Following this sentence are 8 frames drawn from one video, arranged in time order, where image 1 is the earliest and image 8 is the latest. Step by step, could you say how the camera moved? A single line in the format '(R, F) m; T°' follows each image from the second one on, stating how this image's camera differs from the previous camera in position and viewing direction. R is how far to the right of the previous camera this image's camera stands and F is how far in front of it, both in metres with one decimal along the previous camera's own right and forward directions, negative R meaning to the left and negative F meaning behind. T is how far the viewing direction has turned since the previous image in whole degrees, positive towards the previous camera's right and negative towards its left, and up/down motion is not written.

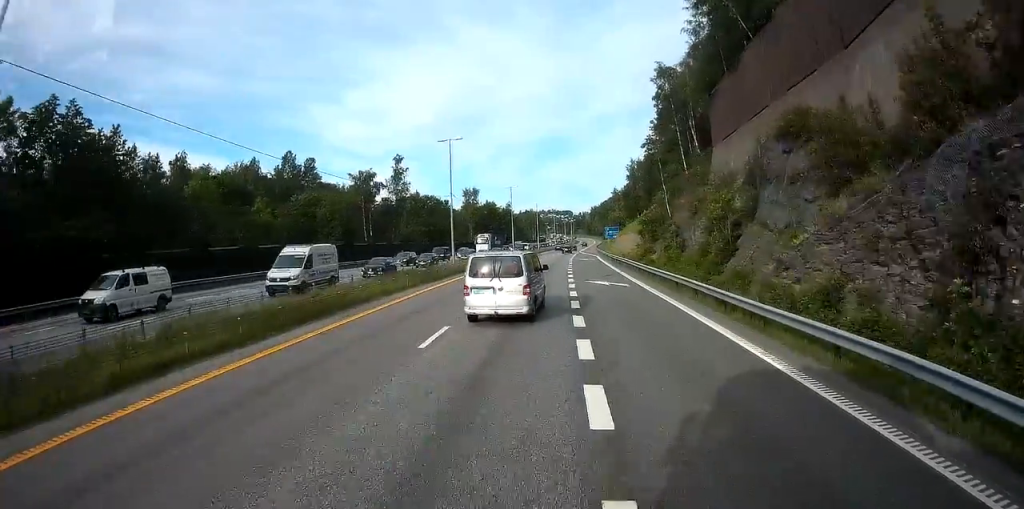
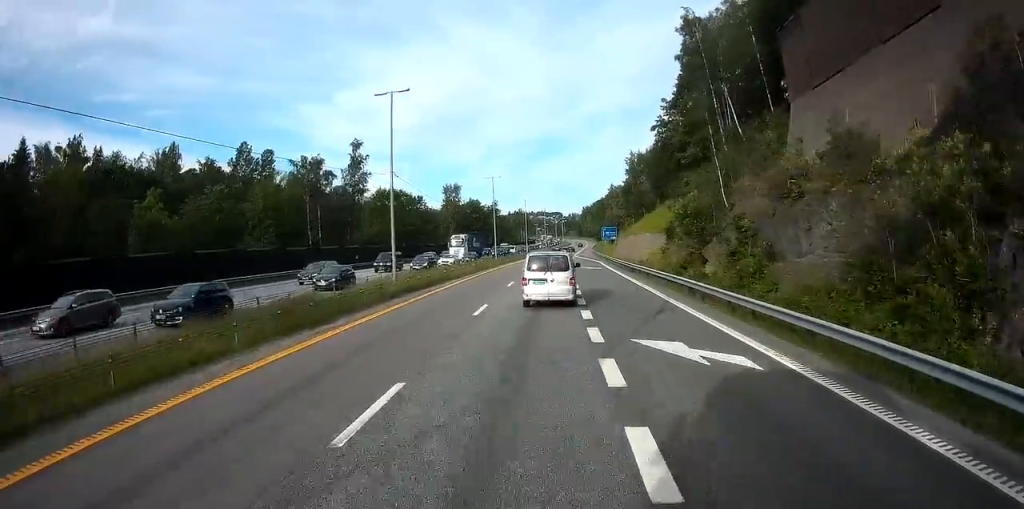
(0.0, +18.1) m; +1°
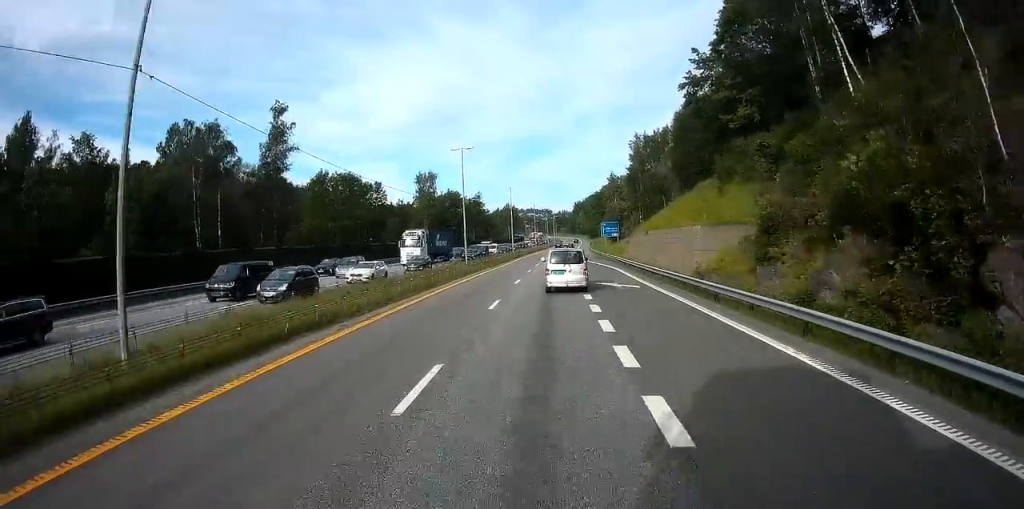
(+0.4, +23.0) m; +1°
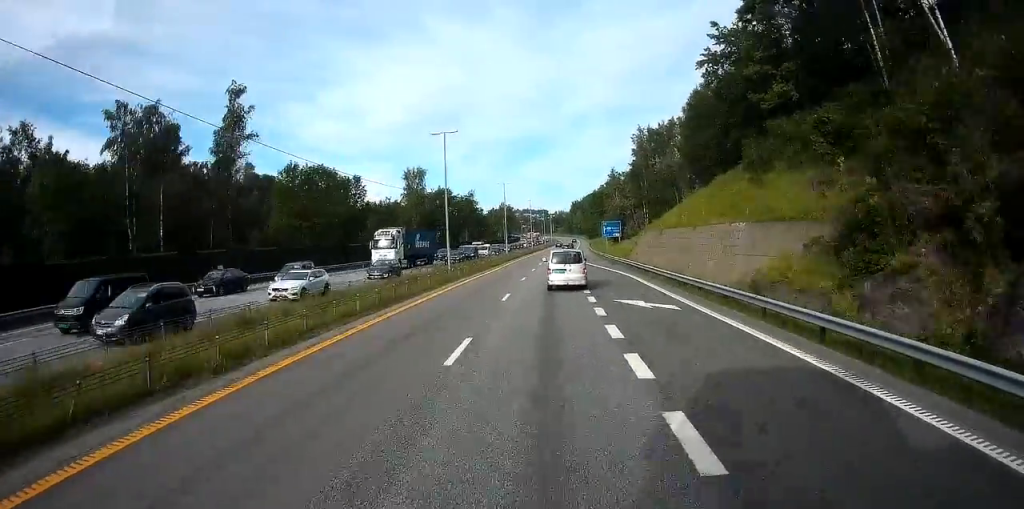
(+0.1, +8.9) m; 0°
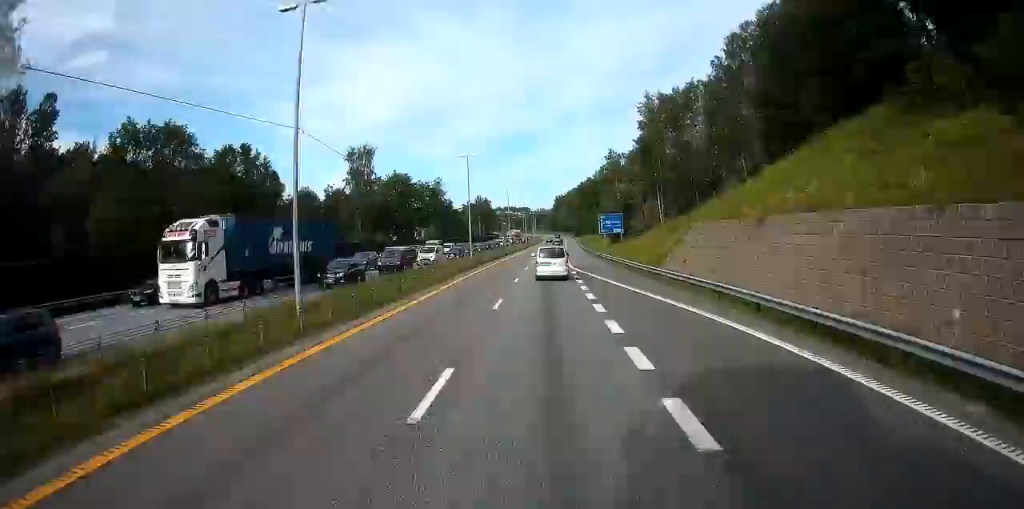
(-0.2, +27.6) m; 0°
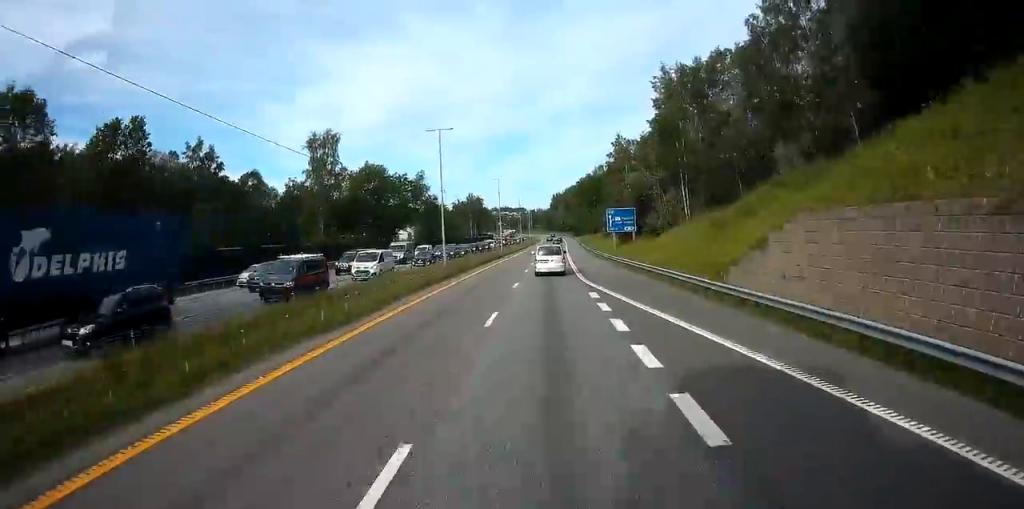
(+0.1, +16.1) m; +1°
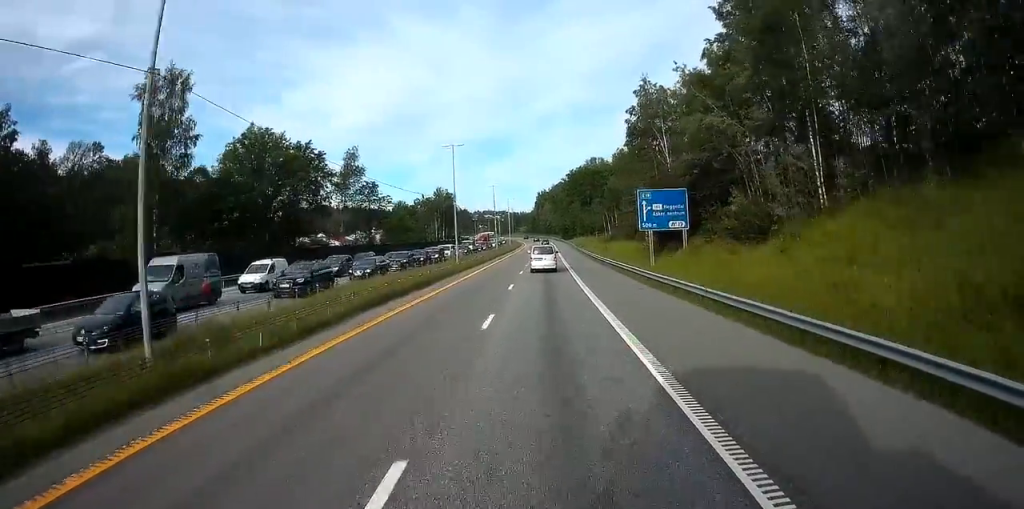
(+0.9, +36.6) m; +2°
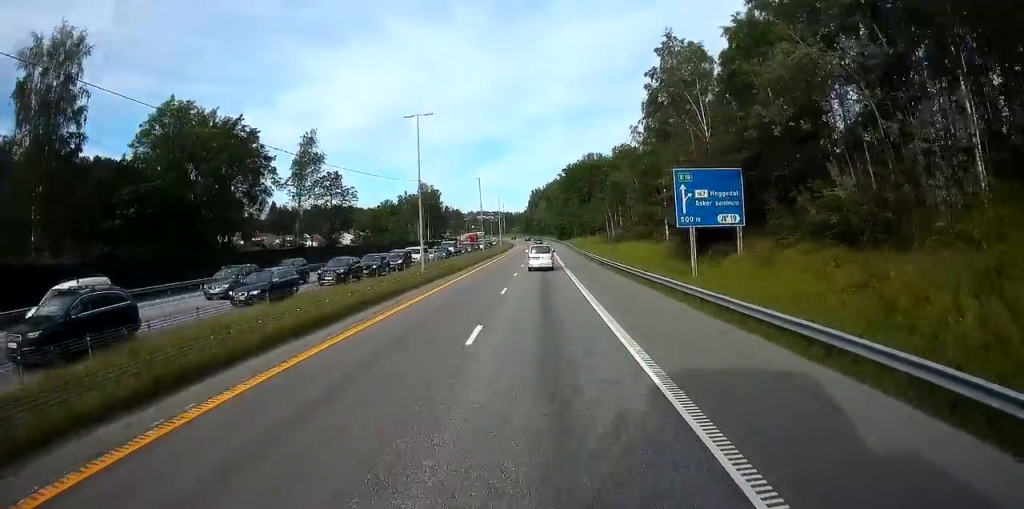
(+0.1, +14.6) m; 0°
